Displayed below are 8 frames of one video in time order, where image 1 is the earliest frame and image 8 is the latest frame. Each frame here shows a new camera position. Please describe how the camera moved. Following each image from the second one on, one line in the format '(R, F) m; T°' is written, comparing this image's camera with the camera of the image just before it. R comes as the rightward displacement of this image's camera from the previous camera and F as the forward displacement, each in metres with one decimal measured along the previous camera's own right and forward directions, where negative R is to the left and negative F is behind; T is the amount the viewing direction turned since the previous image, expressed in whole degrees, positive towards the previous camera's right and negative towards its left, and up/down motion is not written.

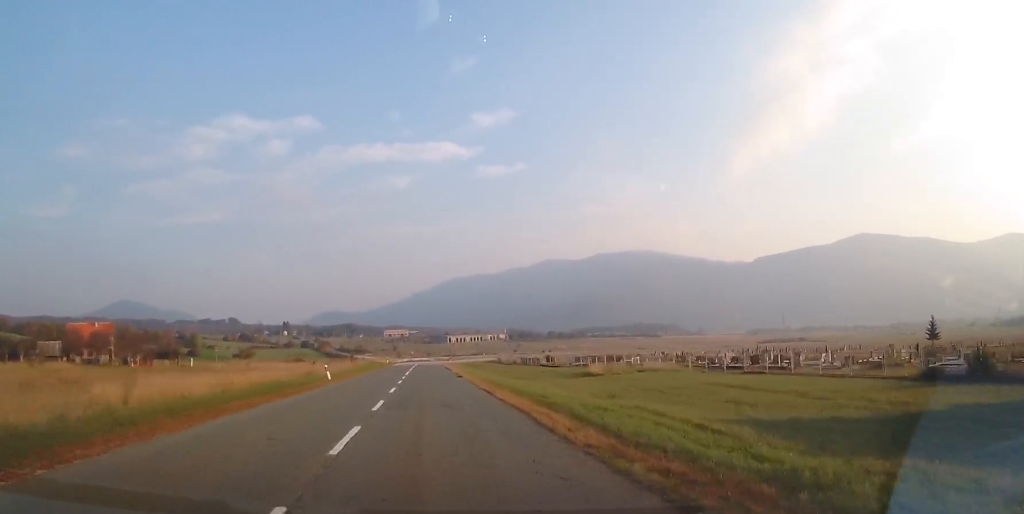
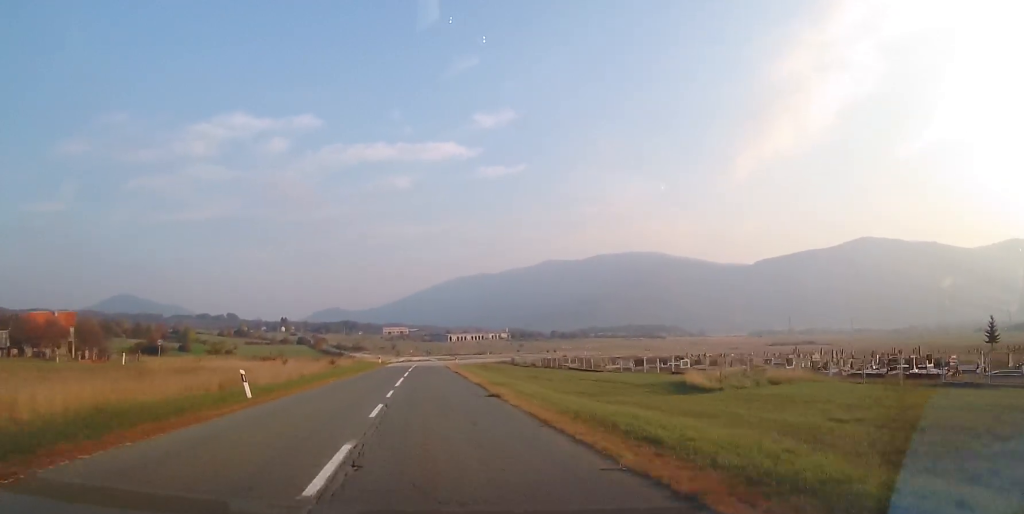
(0.0, +15.9) m; 0°
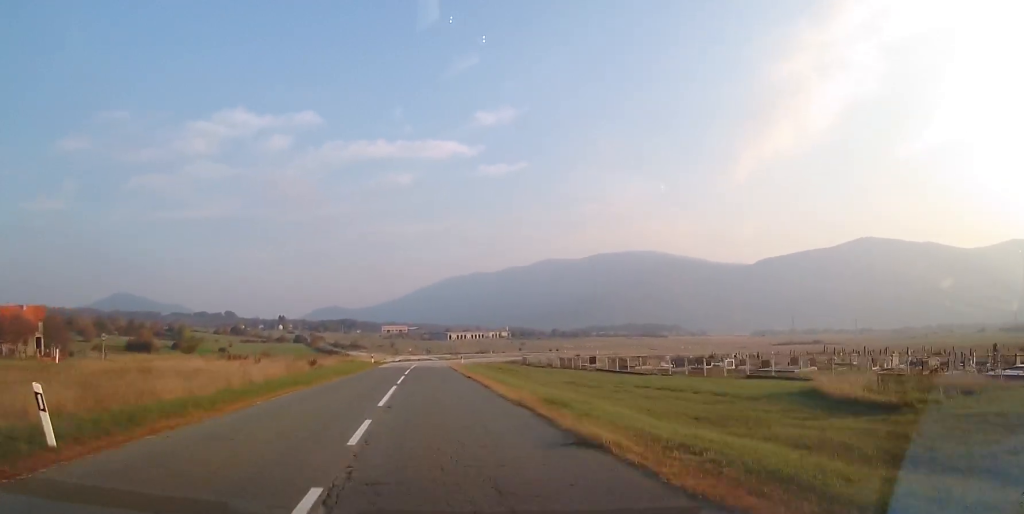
(+0.1, +10.3) m; 0°
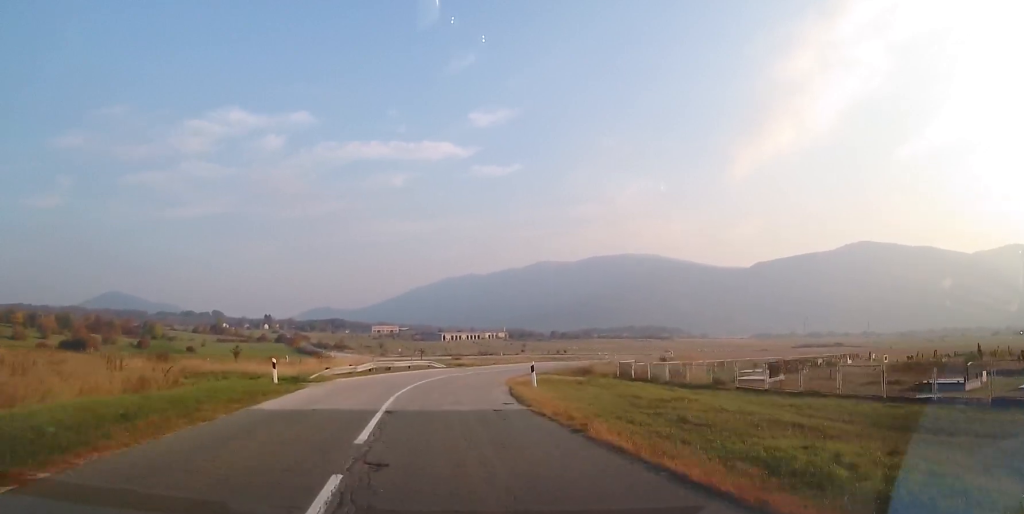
(-0.1, +42.2) m; +1°
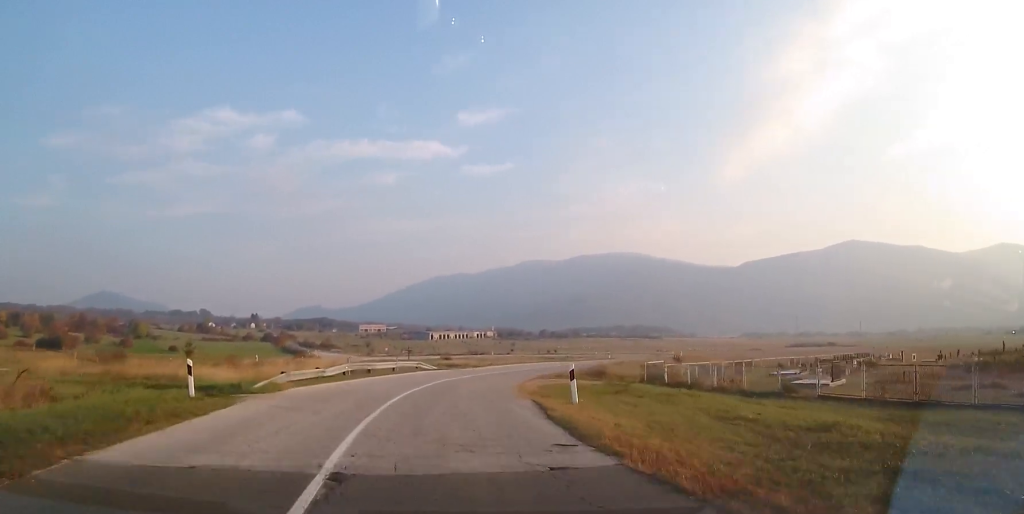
(0.0, +7.6) m; +1°
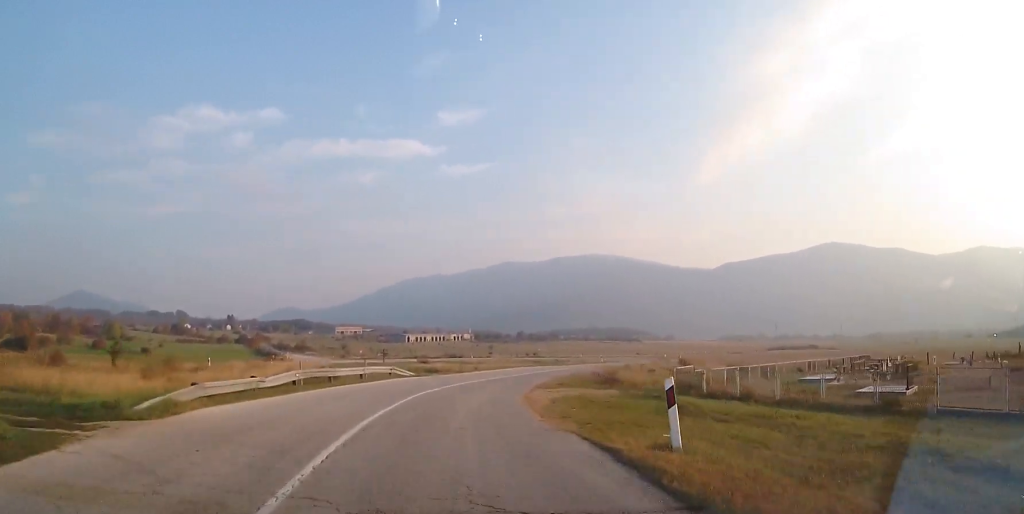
(+0.2, +7.1) m; +1°
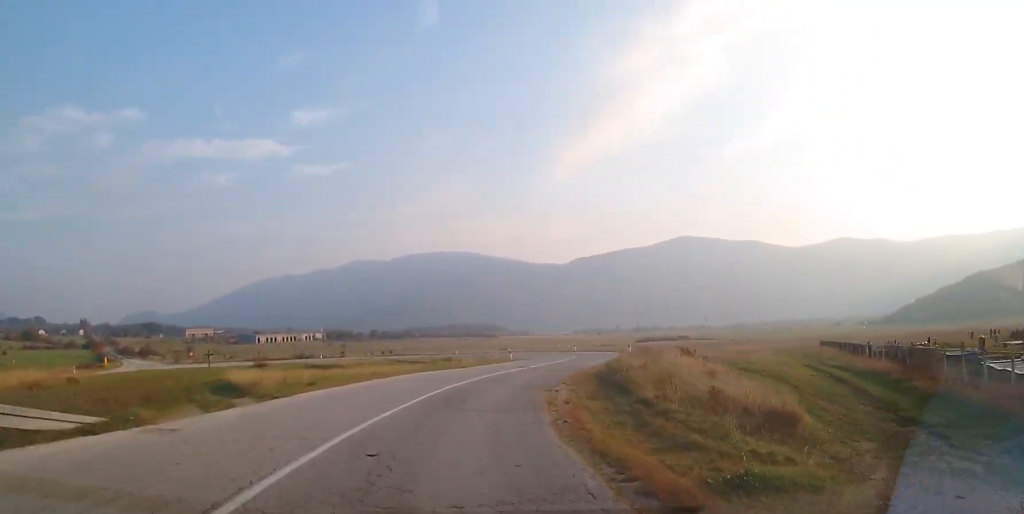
(+1.4, +27.0) m; +11°
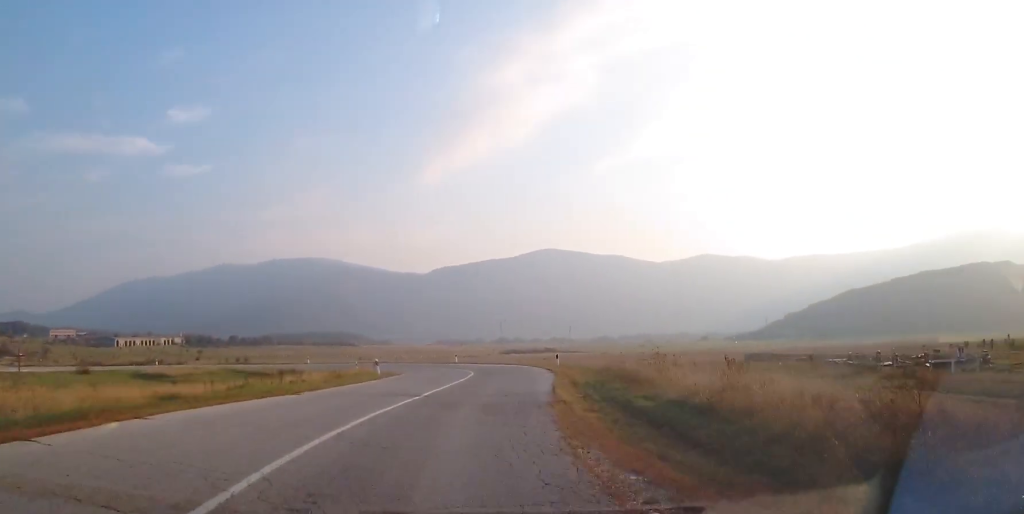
(+2.5, +17.3) m; +13°
